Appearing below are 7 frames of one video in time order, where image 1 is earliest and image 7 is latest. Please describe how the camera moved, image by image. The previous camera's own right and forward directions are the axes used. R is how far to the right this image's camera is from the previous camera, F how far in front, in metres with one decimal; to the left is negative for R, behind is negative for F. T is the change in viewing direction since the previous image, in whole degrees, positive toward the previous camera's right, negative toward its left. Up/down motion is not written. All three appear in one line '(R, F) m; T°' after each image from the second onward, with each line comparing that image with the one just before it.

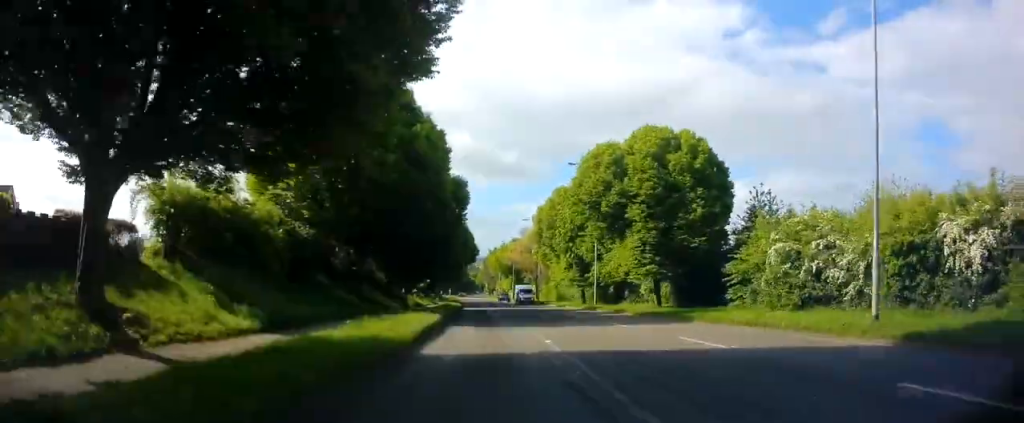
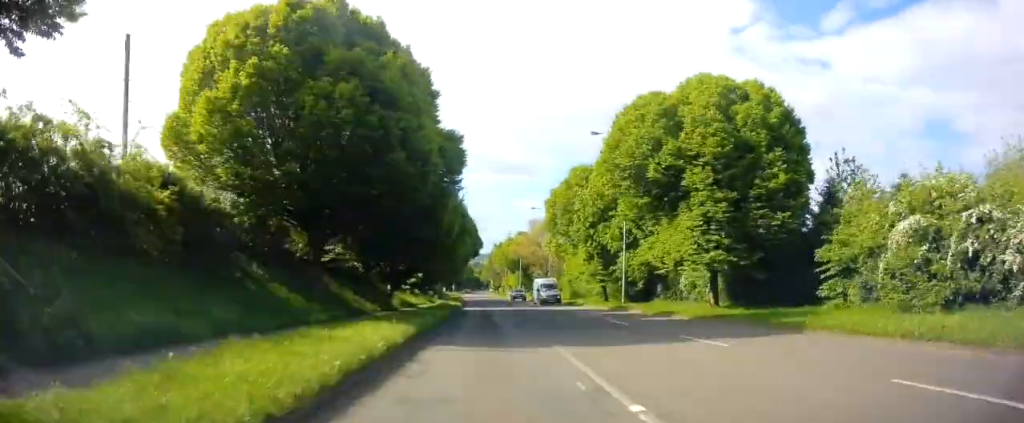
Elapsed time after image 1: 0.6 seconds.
(+0.1, +8.7) m; -1°
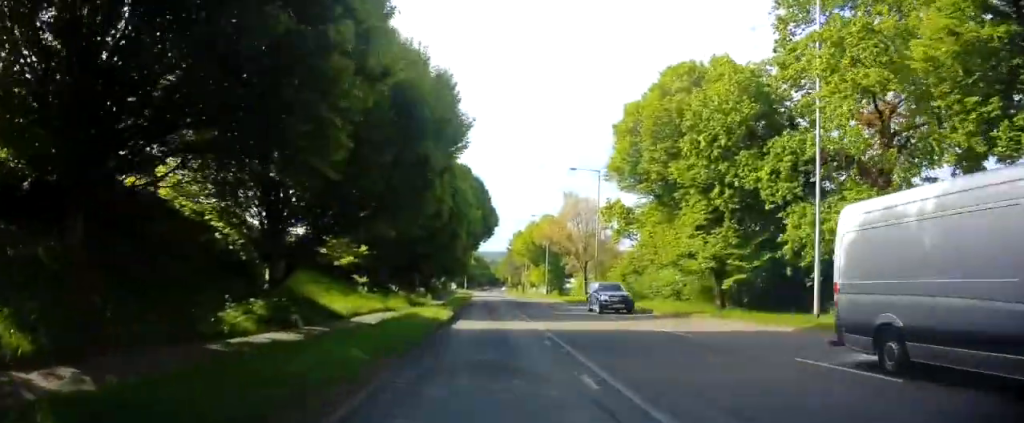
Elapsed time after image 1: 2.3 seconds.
(-0.6, +23.4) m; -2°
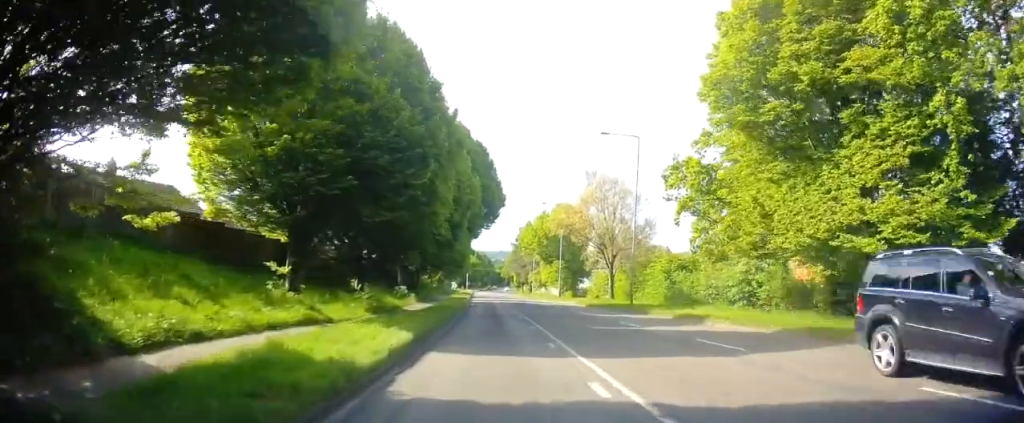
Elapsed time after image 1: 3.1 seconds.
(0.0, +12.4) m; -1°
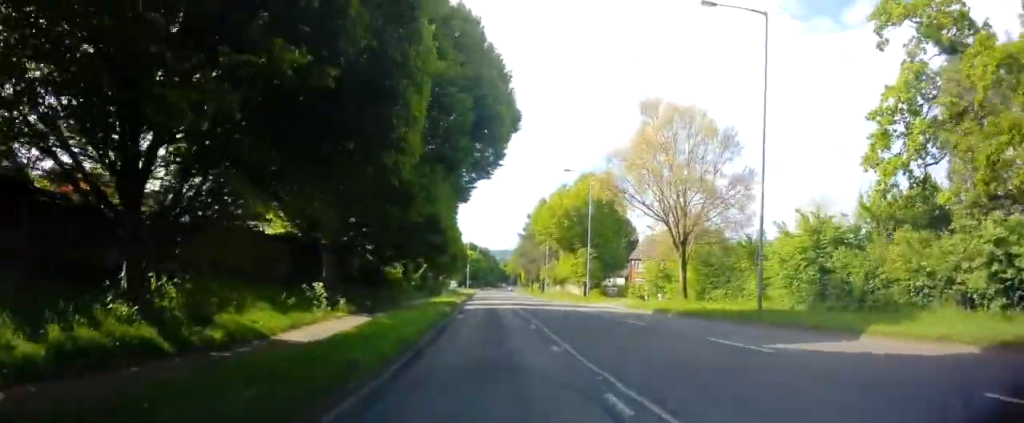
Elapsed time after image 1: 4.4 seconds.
(-0.3, +19.1) m; -1°
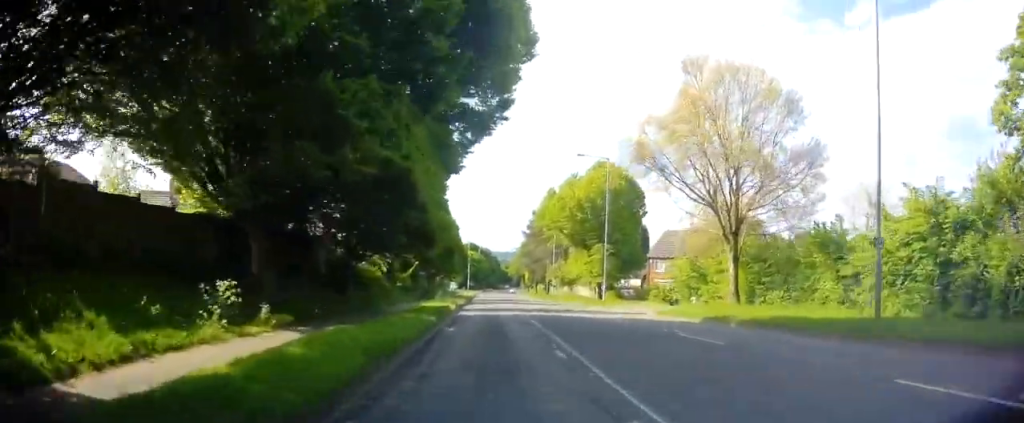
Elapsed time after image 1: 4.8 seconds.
(-0.1, +7.1) m; 0°
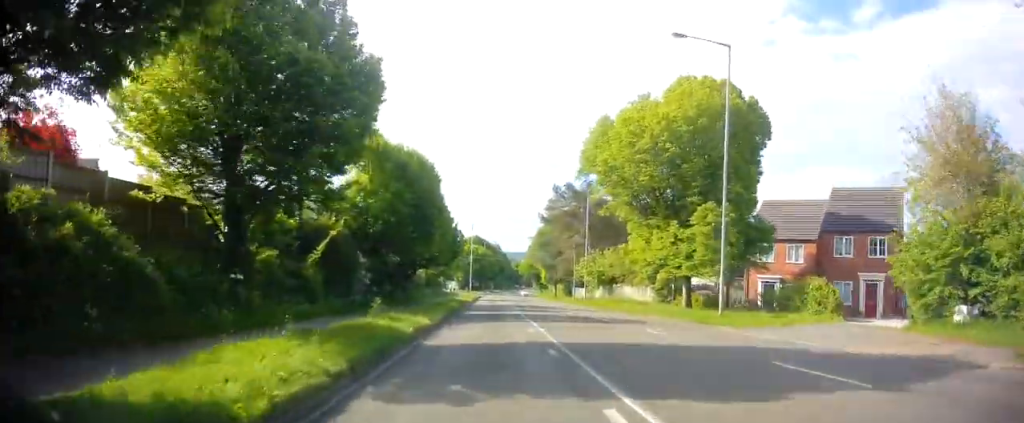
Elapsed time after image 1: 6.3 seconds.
(+0.1, +23.2) m; -2°
